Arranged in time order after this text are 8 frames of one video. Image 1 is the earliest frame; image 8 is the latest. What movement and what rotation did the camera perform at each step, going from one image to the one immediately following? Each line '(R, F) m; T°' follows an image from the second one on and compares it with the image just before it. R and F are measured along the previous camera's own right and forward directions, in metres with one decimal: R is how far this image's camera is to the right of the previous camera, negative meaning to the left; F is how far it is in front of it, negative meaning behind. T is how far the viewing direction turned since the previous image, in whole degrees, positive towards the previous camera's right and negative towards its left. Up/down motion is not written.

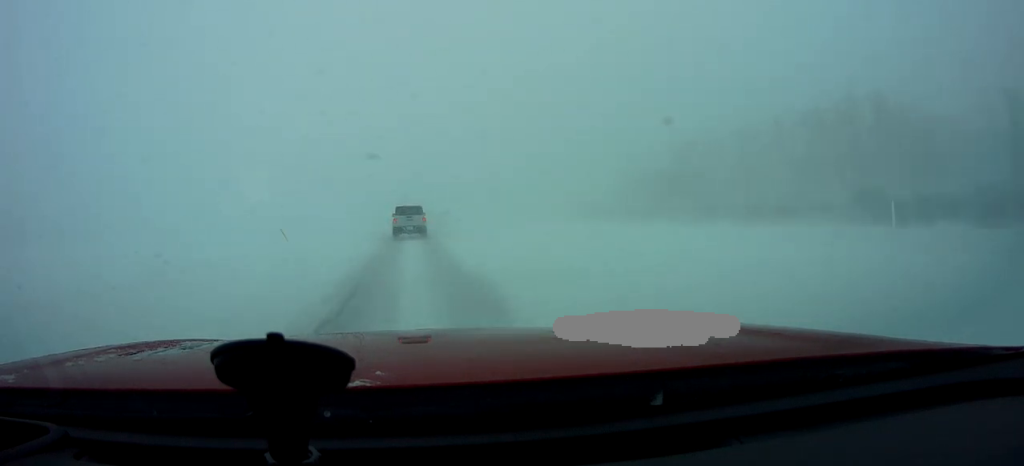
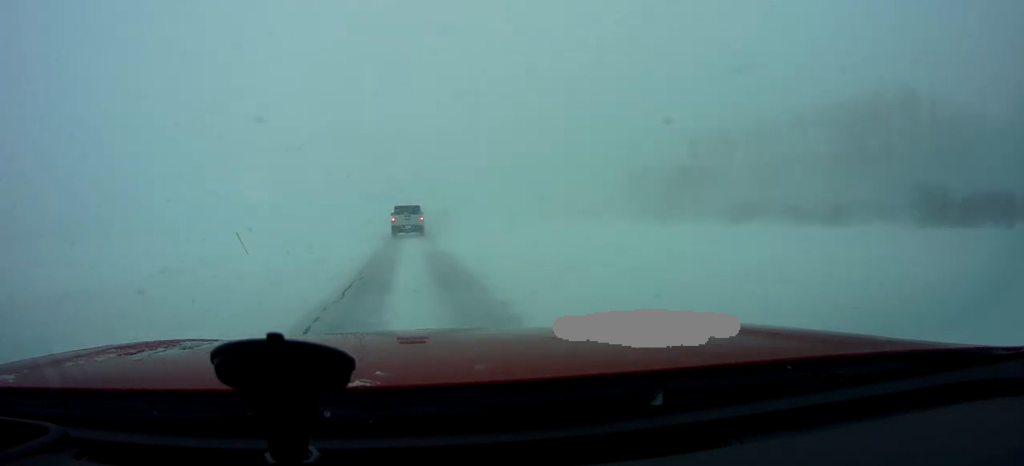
(0.0, +8.2) m; 0°
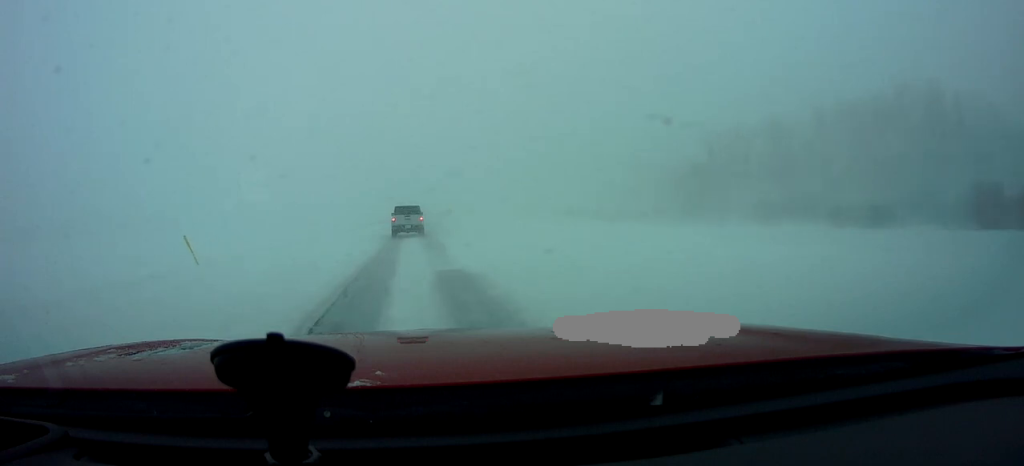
(-0.1, +5.6) m; 0°
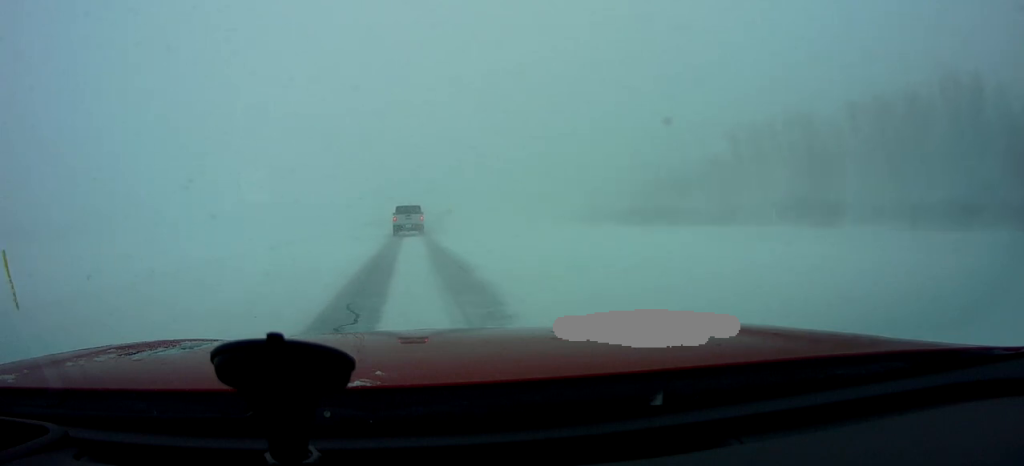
(+0.3, +9.4) m; +1°
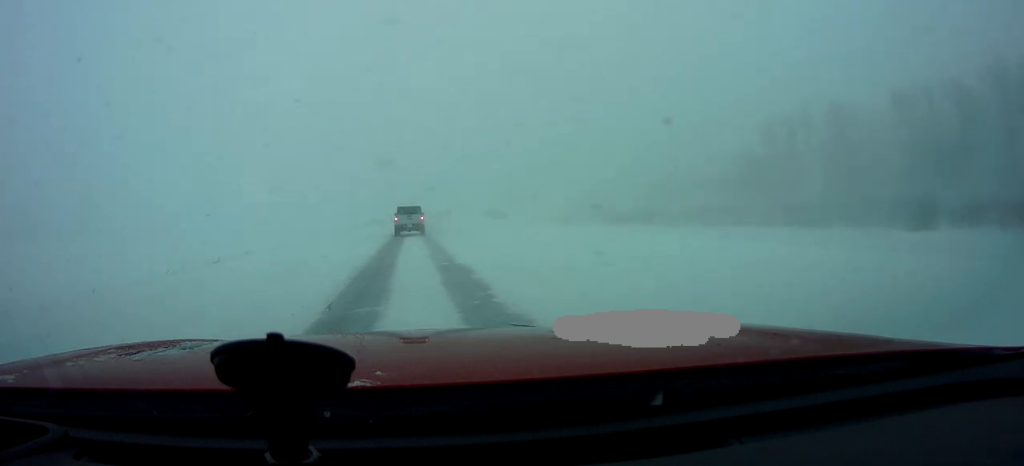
(-0.1, +11.7) m; -2°
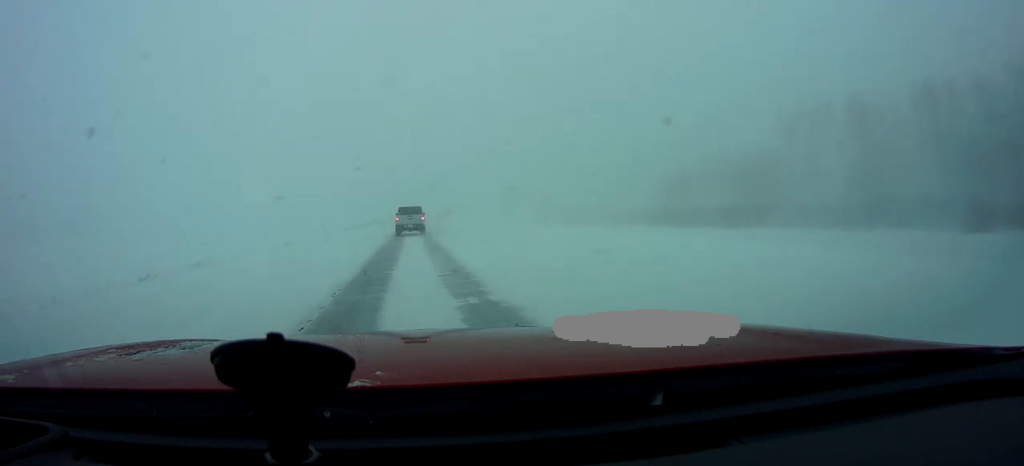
(-0.2, +6.0) m; 0°
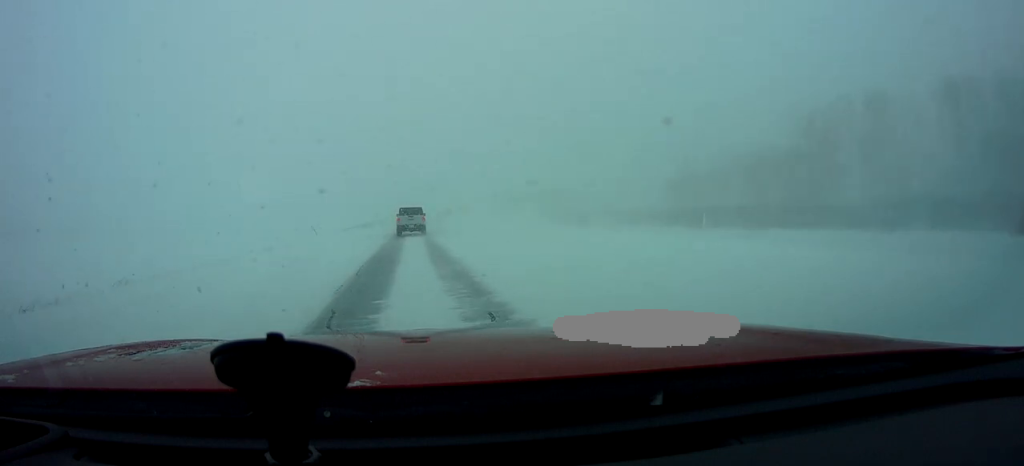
(0.0, +5.3) m; +1°
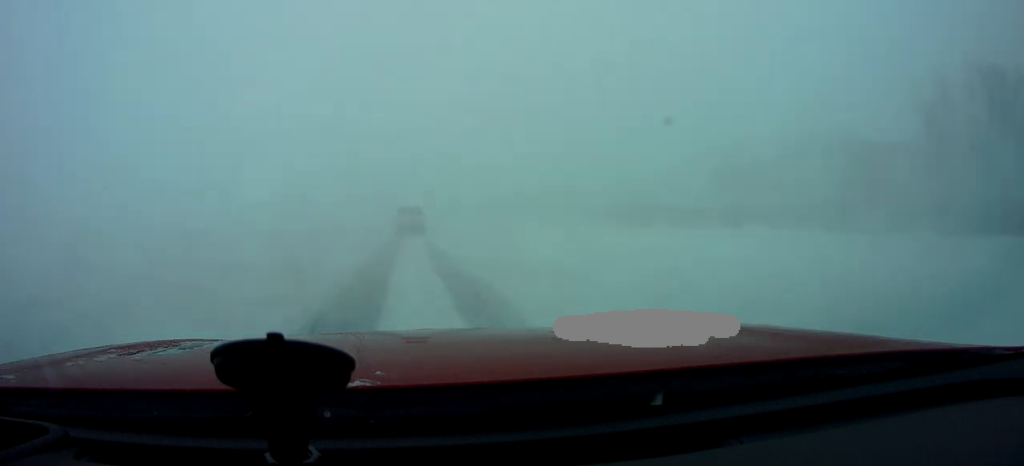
(+0.4, +28.8) m; -2°
